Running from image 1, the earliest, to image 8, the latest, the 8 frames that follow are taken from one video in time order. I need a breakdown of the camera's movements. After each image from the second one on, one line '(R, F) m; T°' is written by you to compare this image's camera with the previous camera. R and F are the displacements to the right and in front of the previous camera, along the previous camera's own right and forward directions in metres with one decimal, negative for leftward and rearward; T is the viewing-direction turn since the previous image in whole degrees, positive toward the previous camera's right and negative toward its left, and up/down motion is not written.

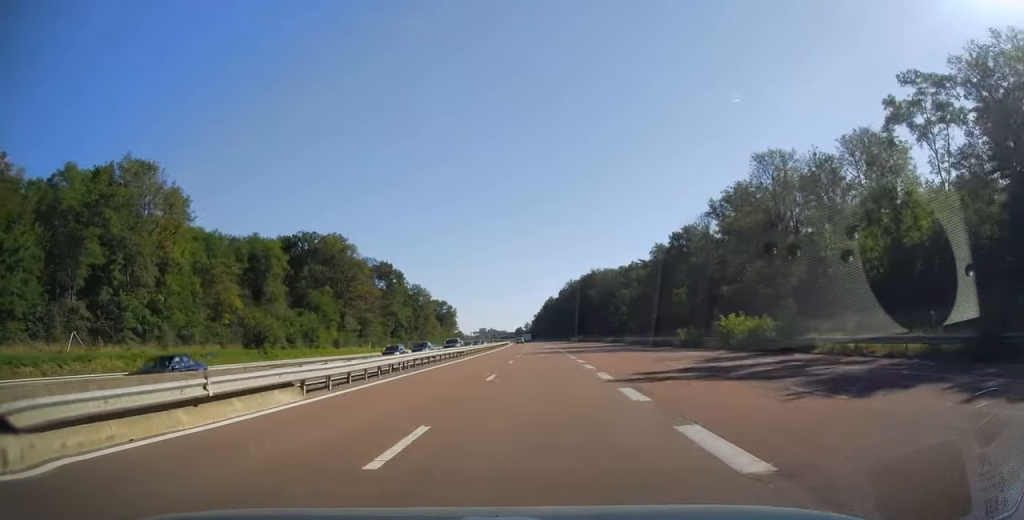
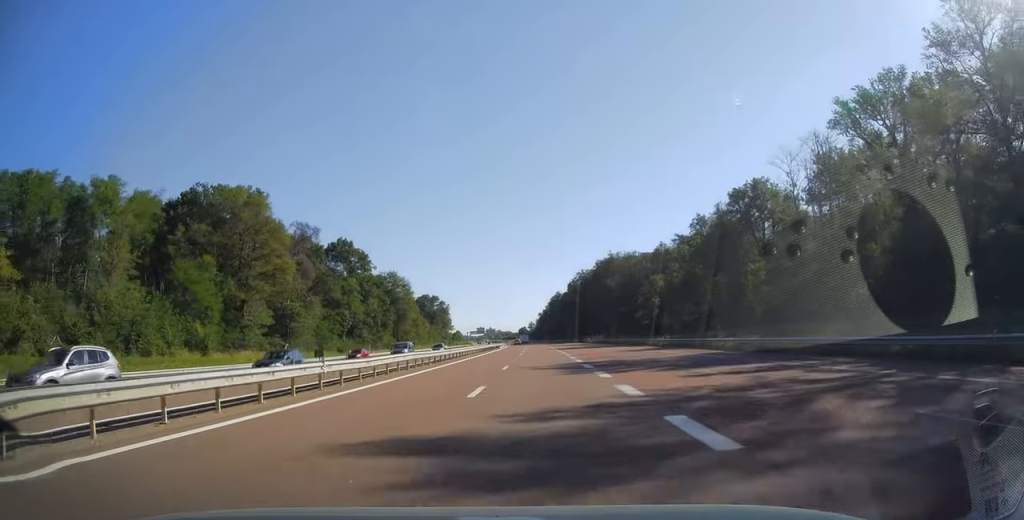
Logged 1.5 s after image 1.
(-0.1, +43.8) m; 0°
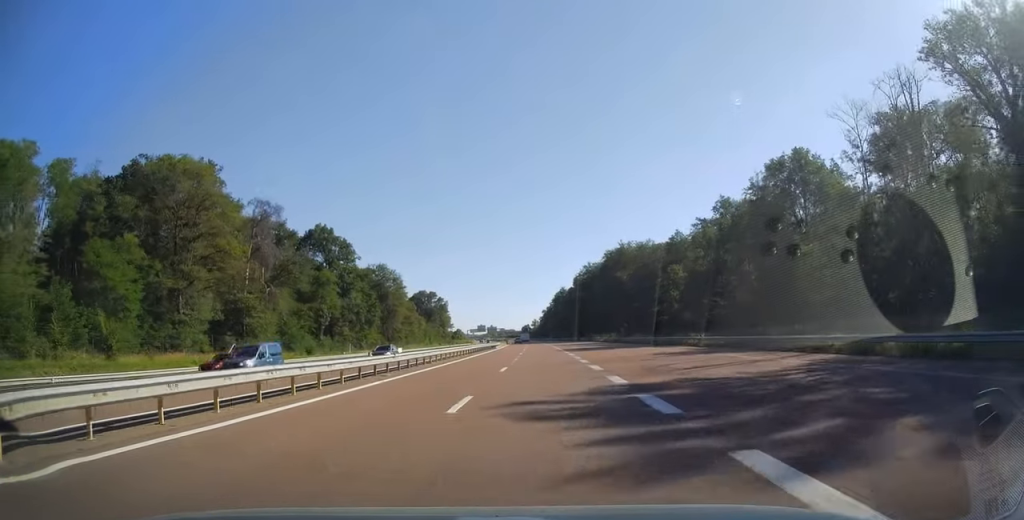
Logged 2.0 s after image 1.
(0.0, +16.1) m; 0°
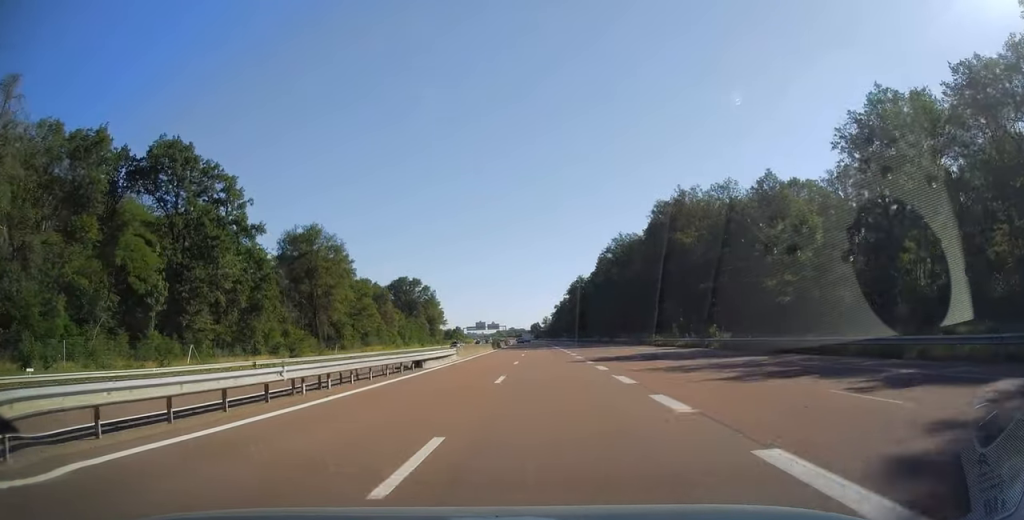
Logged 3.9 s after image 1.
(-0.8, +58.2) m; -1°
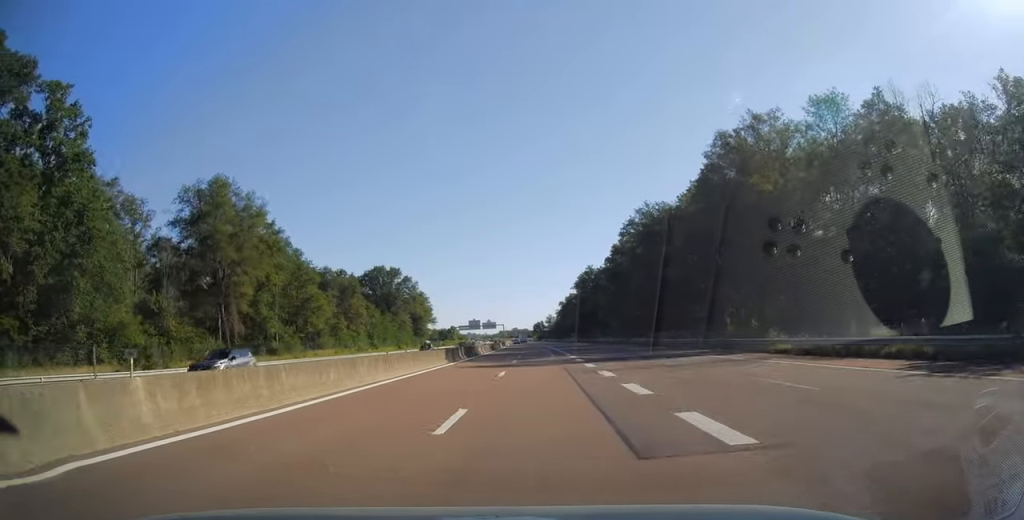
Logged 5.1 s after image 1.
(+0.1, +35.4) m; 0°
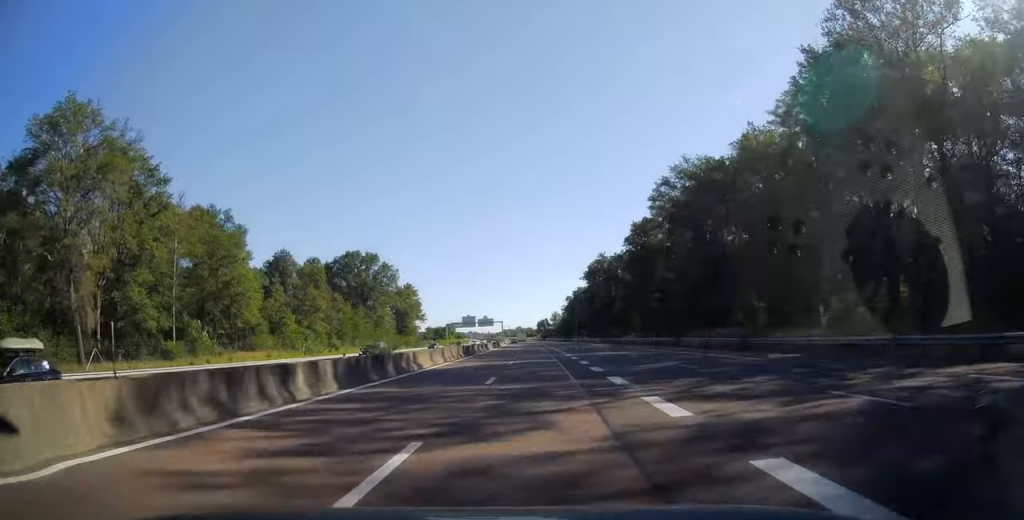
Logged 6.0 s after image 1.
(-0.3, +29.9) m; -1°
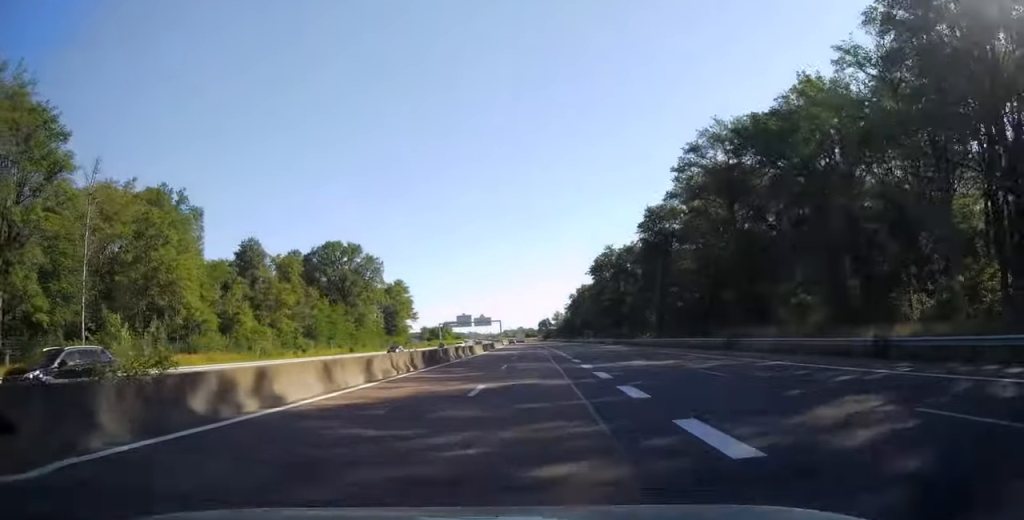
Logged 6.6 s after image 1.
(-0.1, +16.2) m; 0°
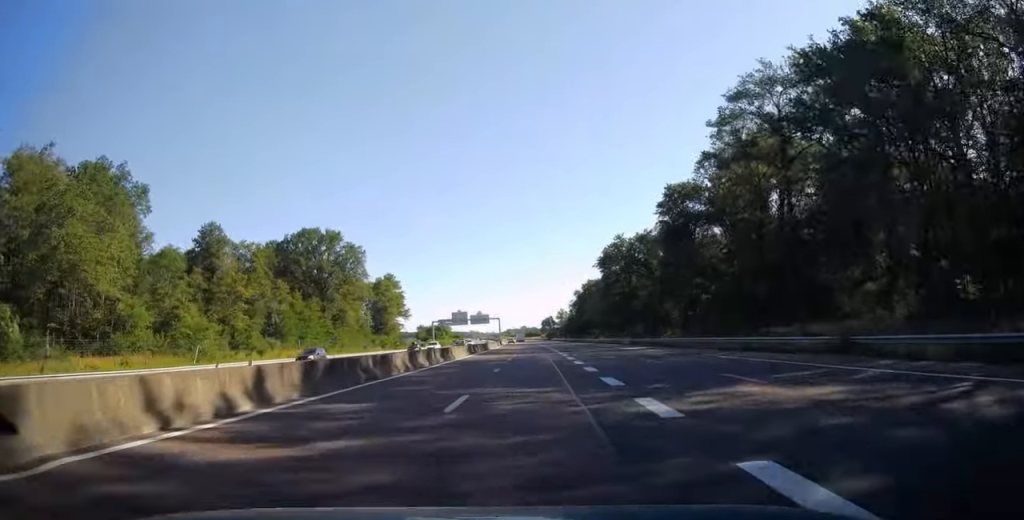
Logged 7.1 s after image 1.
(0.0, +16.2) m; 0°
